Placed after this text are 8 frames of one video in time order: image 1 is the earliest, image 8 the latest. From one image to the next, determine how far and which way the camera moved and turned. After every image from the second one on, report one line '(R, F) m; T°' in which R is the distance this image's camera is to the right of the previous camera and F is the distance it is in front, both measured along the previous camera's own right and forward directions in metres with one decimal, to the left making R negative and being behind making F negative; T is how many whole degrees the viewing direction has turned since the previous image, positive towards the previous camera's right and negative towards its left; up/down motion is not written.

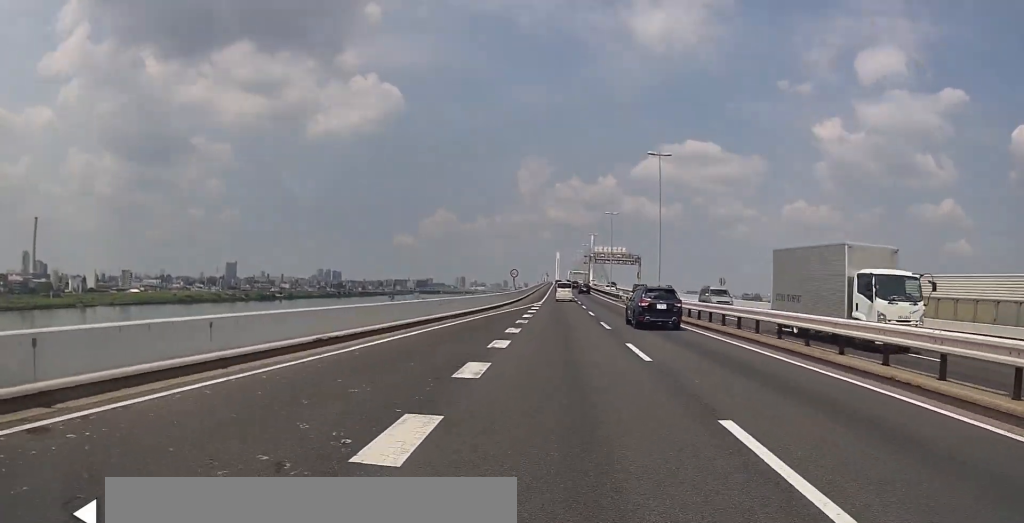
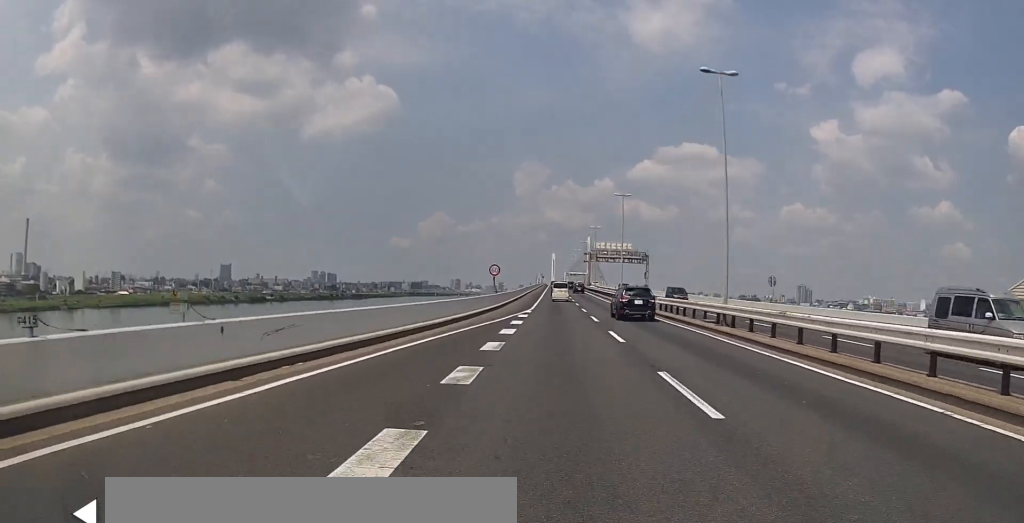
(-0.3, +15.8) m; 0°
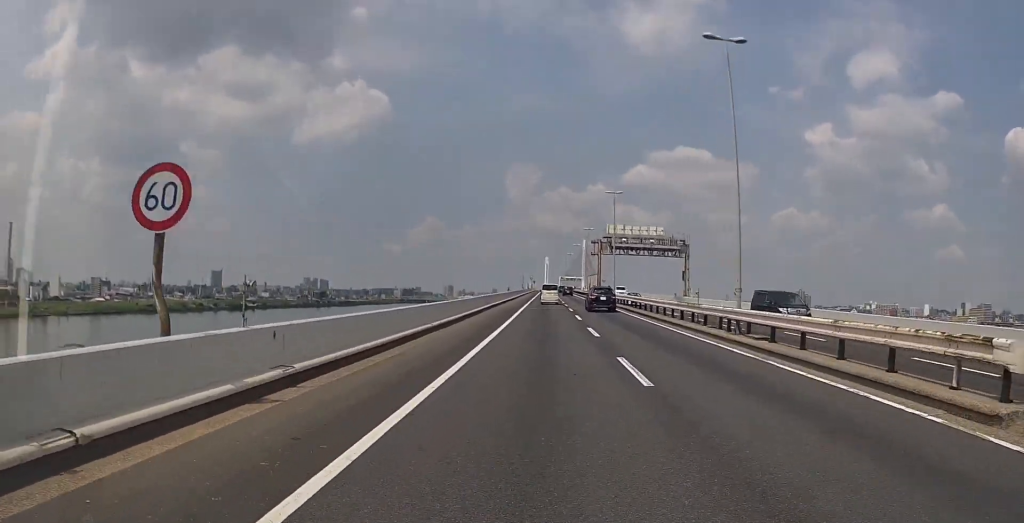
(+1.4, +36.1) m; +3°
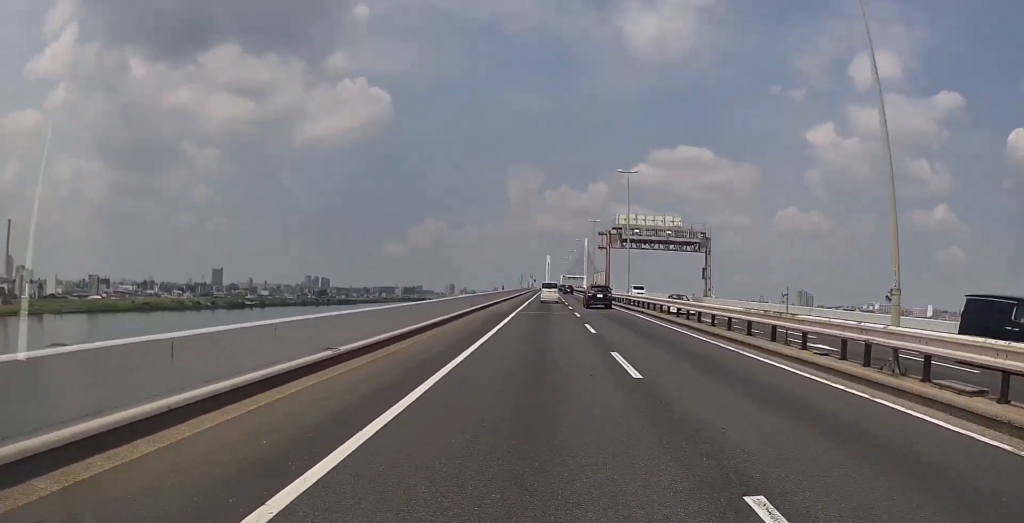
(+0.2, +8.7) m; 0°
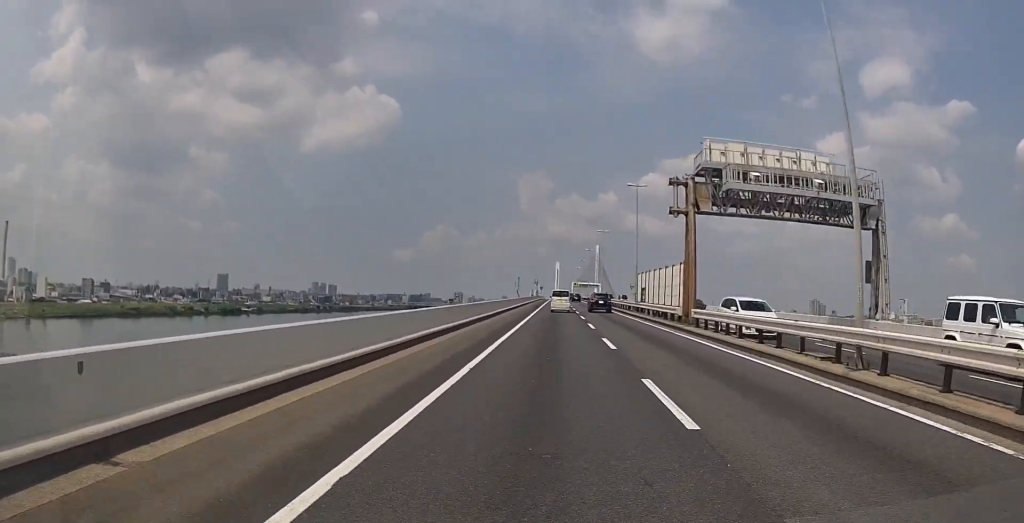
(-0.1, +32.7) m; +1°
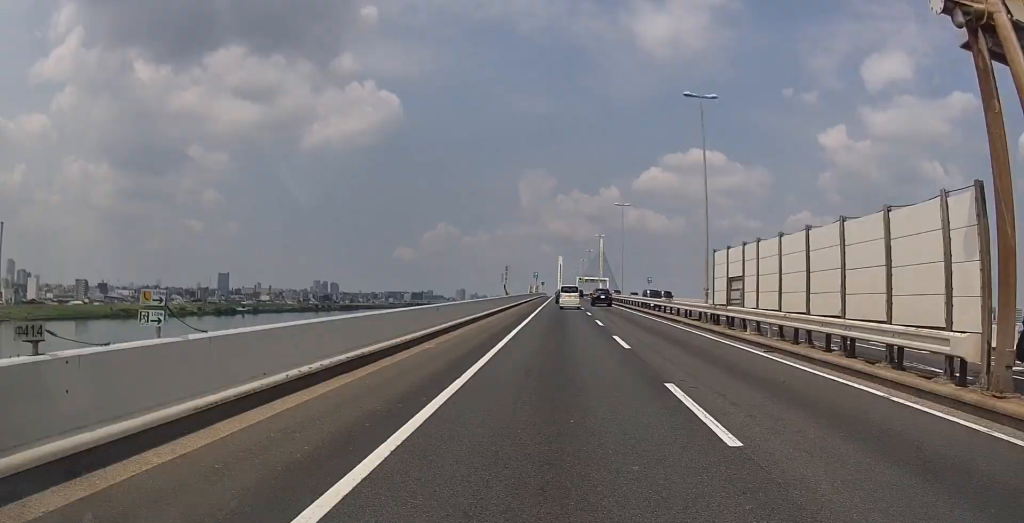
(-0.2, +20.8) m; -1°
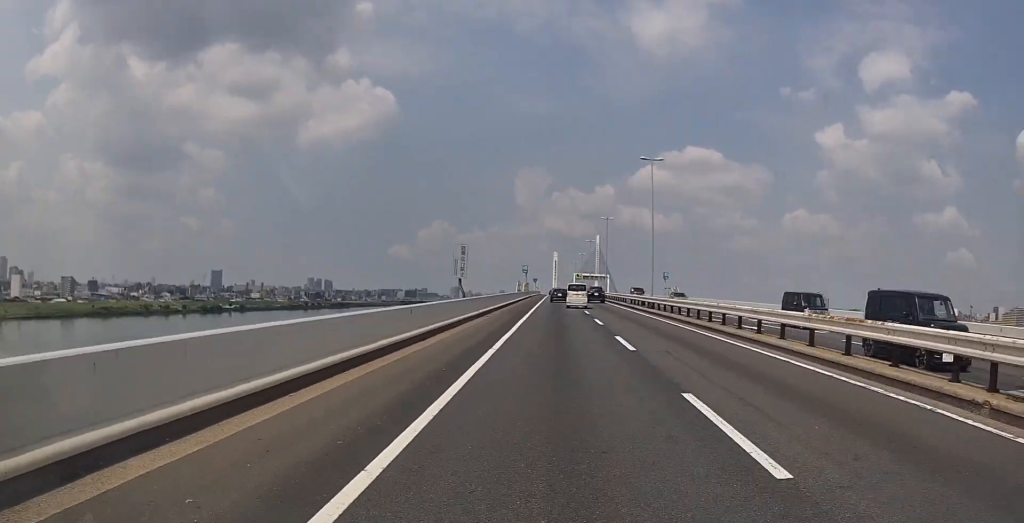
(-0.3, +21.0) m; -1°
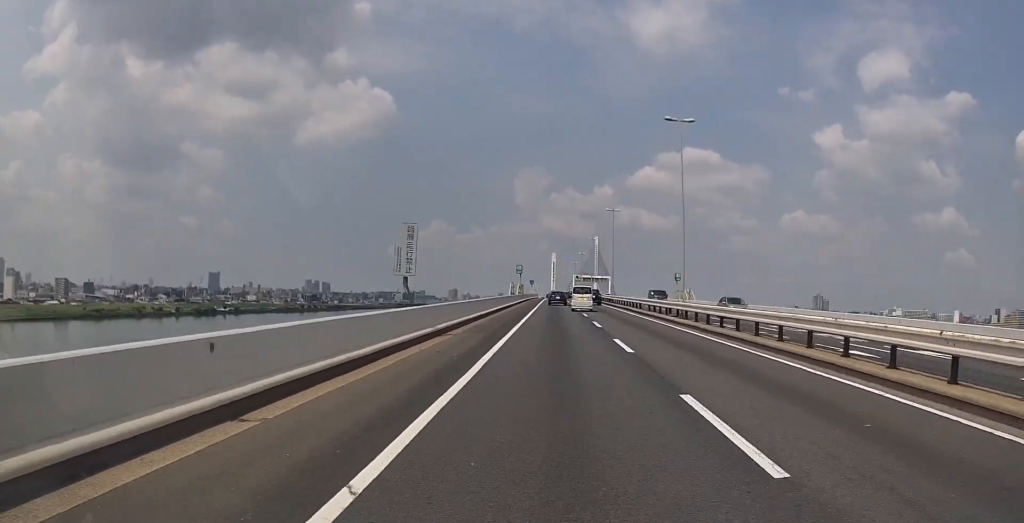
(0.0, +9.8) m; 0°
